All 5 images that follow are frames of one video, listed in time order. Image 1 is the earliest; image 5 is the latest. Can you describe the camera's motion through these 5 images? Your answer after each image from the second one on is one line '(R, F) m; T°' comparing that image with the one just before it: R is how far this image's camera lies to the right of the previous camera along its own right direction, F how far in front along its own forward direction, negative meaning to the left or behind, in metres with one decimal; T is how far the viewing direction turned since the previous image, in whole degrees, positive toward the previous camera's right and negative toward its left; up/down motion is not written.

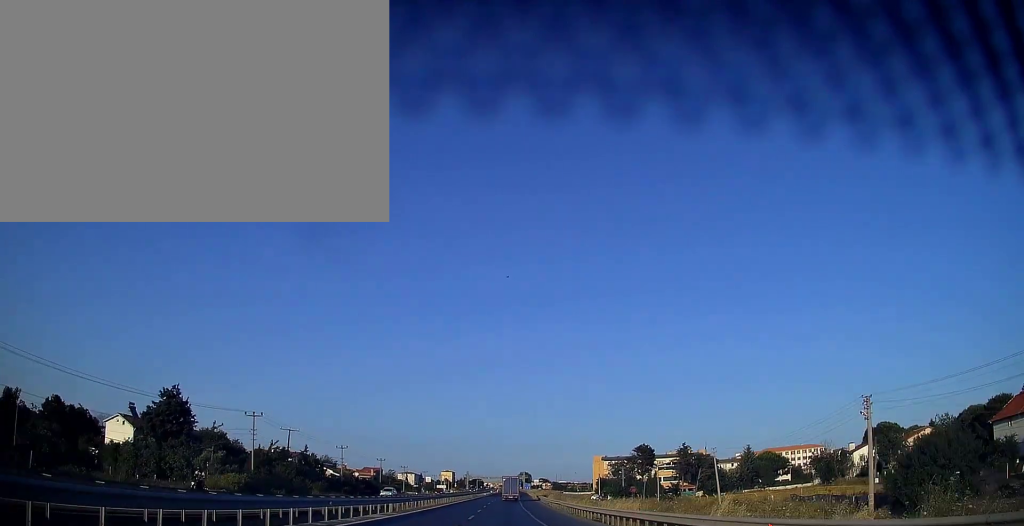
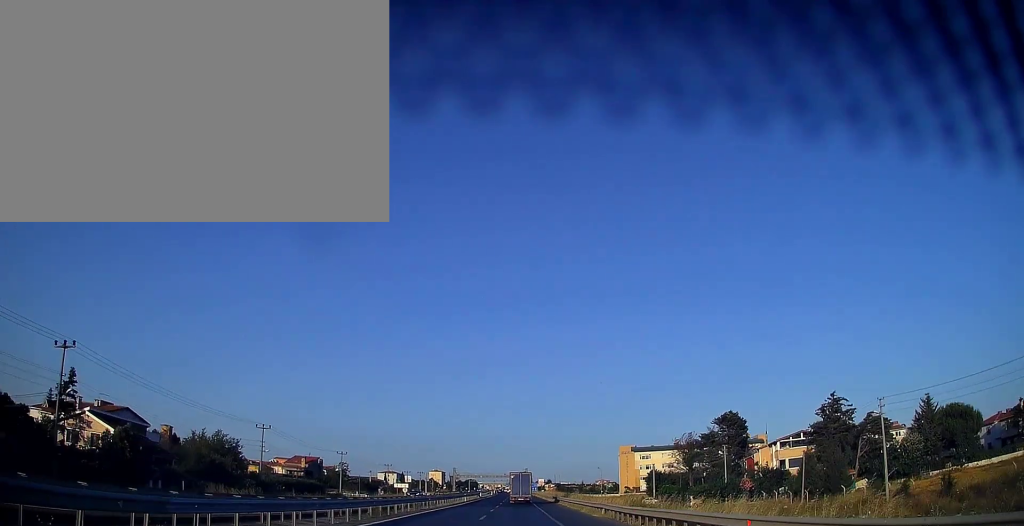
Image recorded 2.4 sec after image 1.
(0.0, +71.9) m; 0°
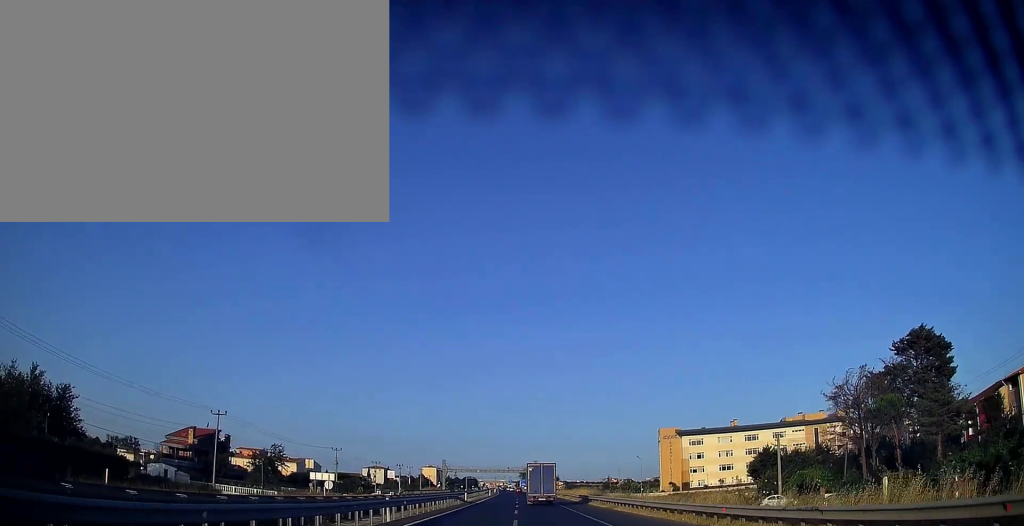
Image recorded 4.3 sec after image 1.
(0.0, +54.1) m; 0°
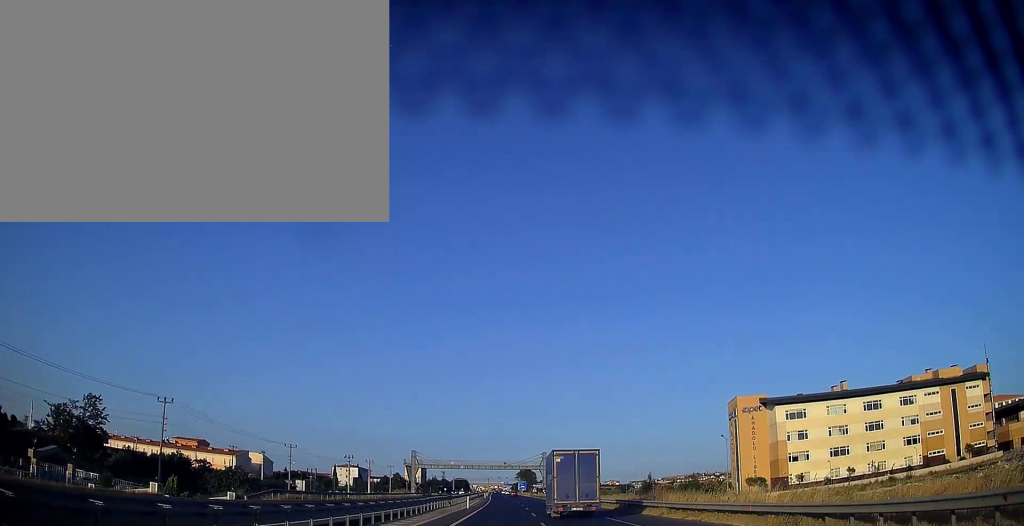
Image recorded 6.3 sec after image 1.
(+0.2, +58.6) m; 0°
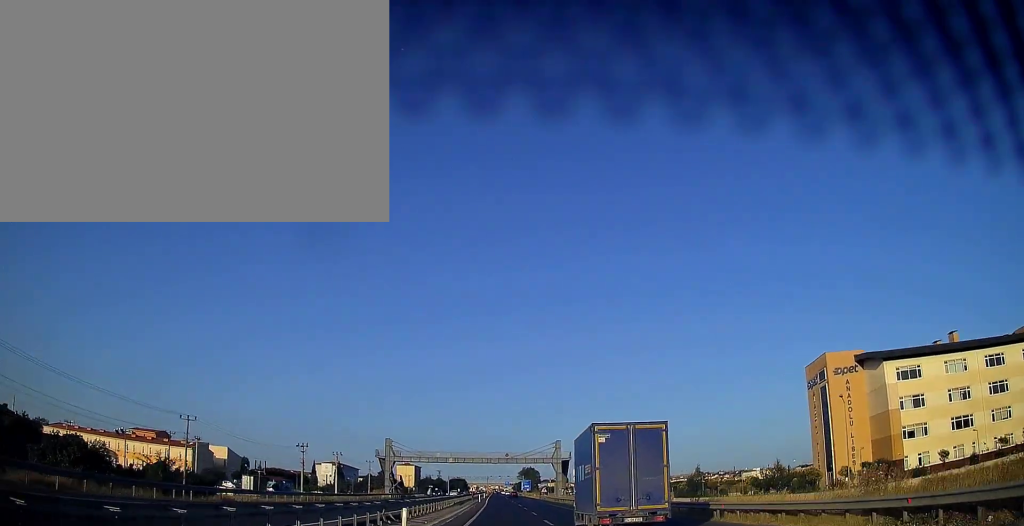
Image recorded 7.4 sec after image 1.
(-0.1, +32.2) m; 0°
